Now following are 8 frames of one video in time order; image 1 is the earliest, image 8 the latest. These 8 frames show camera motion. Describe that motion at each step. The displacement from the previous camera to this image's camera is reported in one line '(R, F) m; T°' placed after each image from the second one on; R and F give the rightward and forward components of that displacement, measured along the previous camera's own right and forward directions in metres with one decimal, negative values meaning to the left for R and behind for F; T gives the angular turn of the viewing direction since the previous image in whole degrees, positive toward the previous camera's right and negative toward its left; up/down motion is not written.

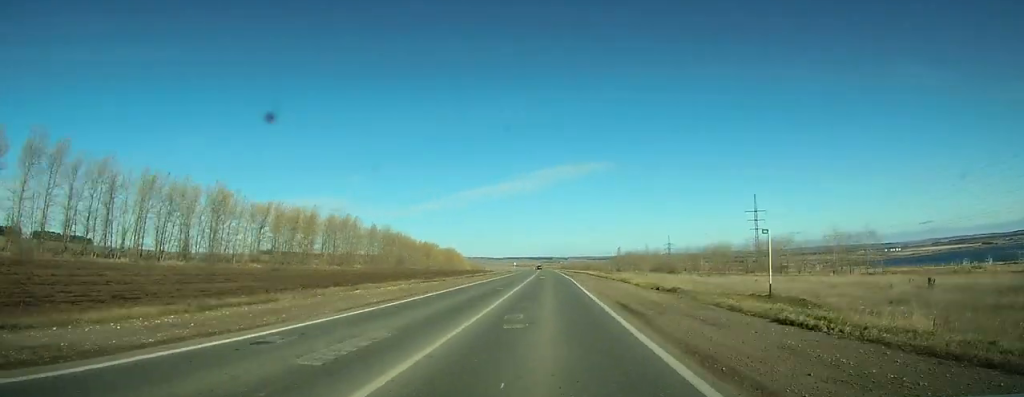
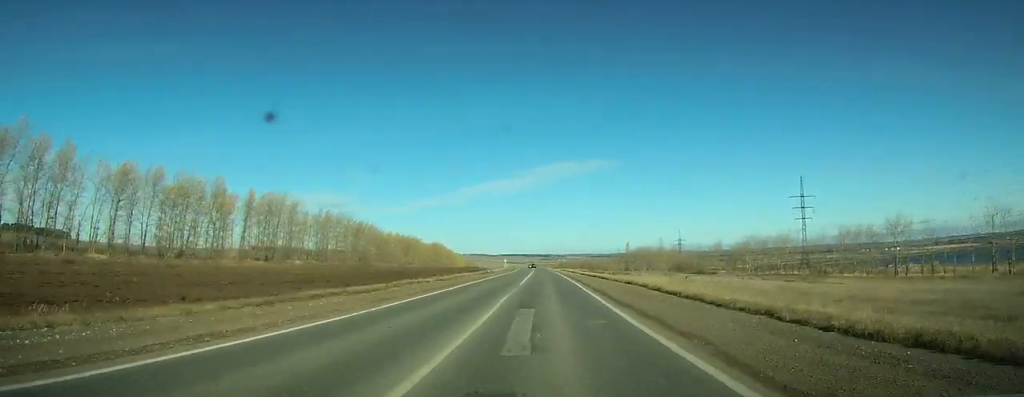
(0.0, +35.9) m; 0°
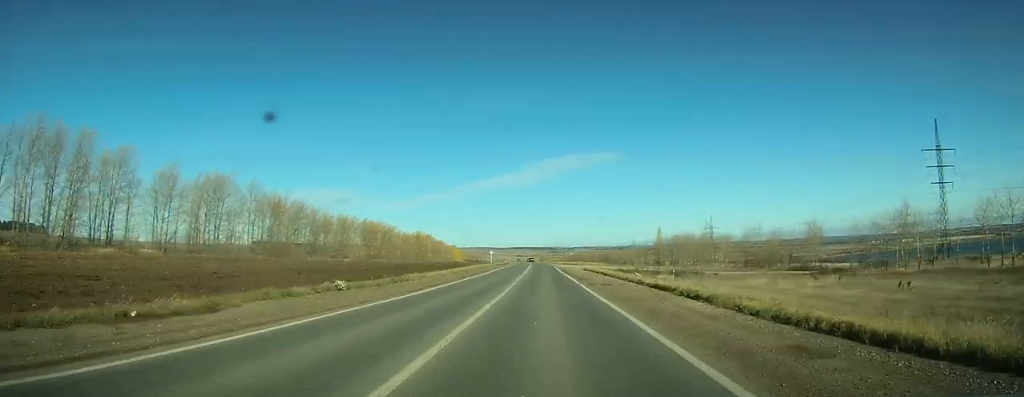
(-0.1, +56.5) m; 0°
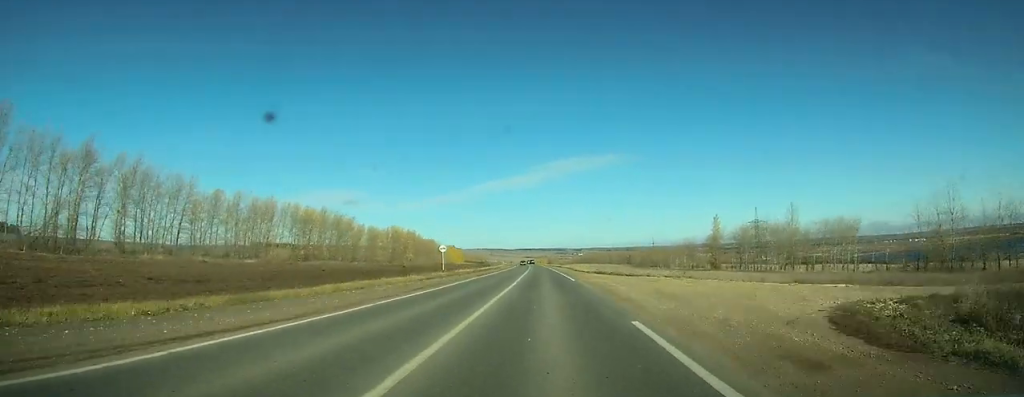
(-0.5, +59.4) m; -1°
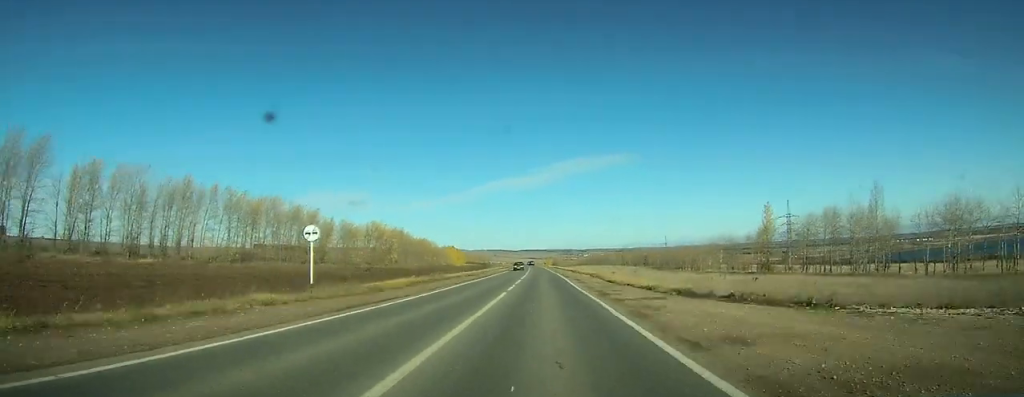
(-0.2, +32.2) m; -1°
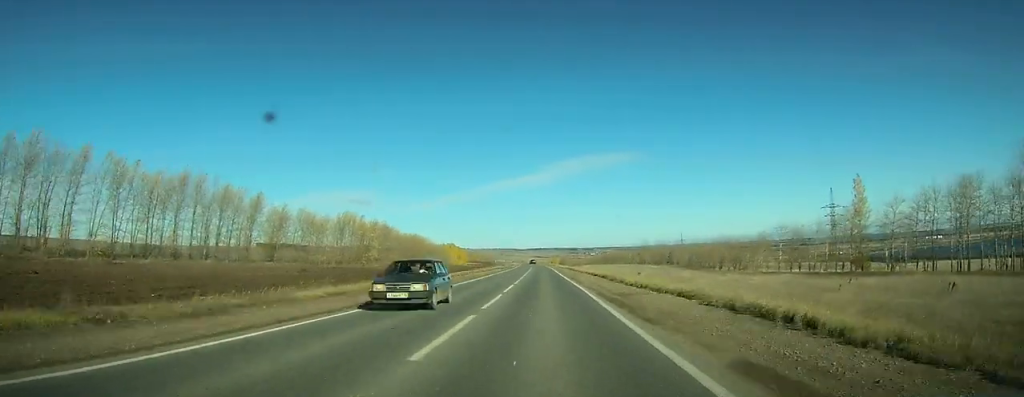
(-0.1, +34.4) m; 0°
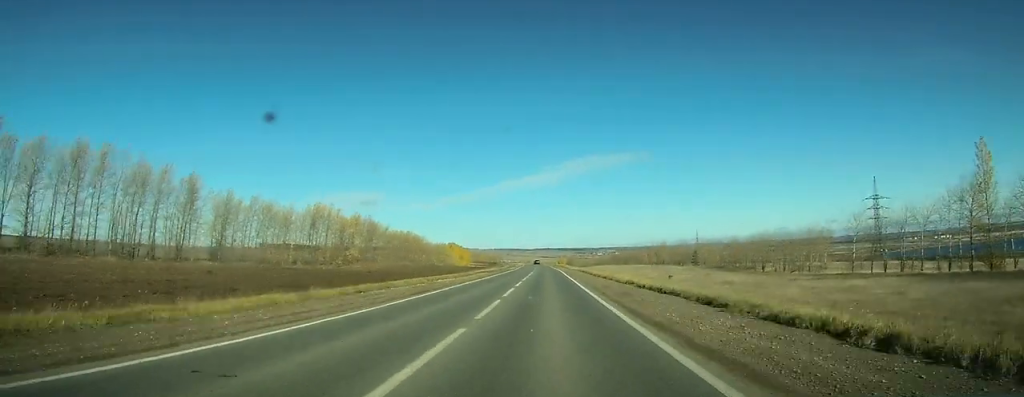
(-0.1, +26.2) m; 0°
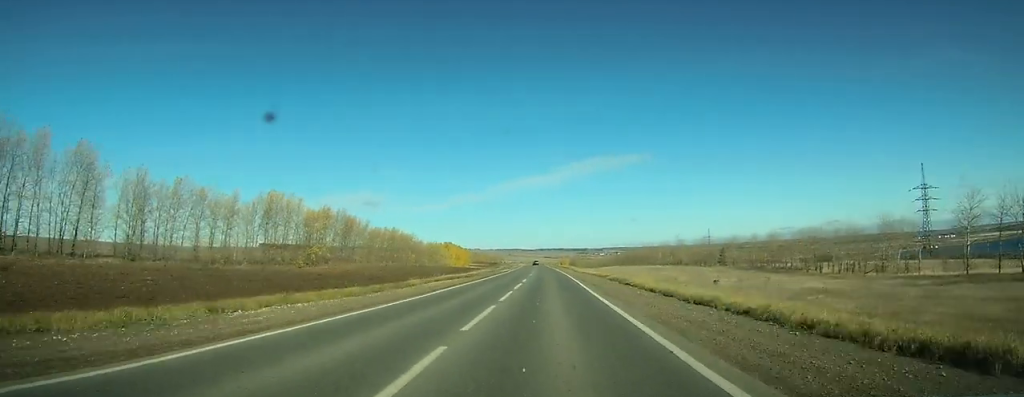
(-0.1, +26.2) m; 0°
